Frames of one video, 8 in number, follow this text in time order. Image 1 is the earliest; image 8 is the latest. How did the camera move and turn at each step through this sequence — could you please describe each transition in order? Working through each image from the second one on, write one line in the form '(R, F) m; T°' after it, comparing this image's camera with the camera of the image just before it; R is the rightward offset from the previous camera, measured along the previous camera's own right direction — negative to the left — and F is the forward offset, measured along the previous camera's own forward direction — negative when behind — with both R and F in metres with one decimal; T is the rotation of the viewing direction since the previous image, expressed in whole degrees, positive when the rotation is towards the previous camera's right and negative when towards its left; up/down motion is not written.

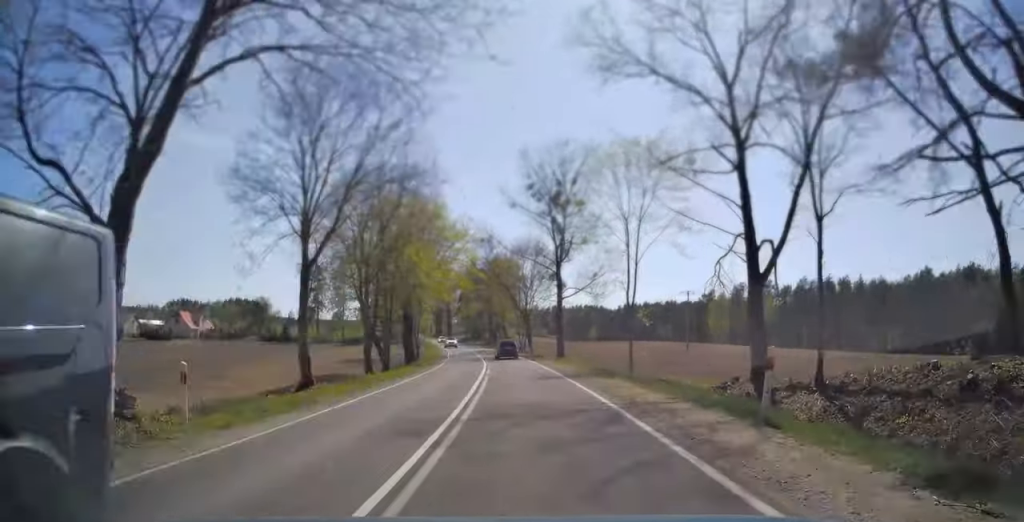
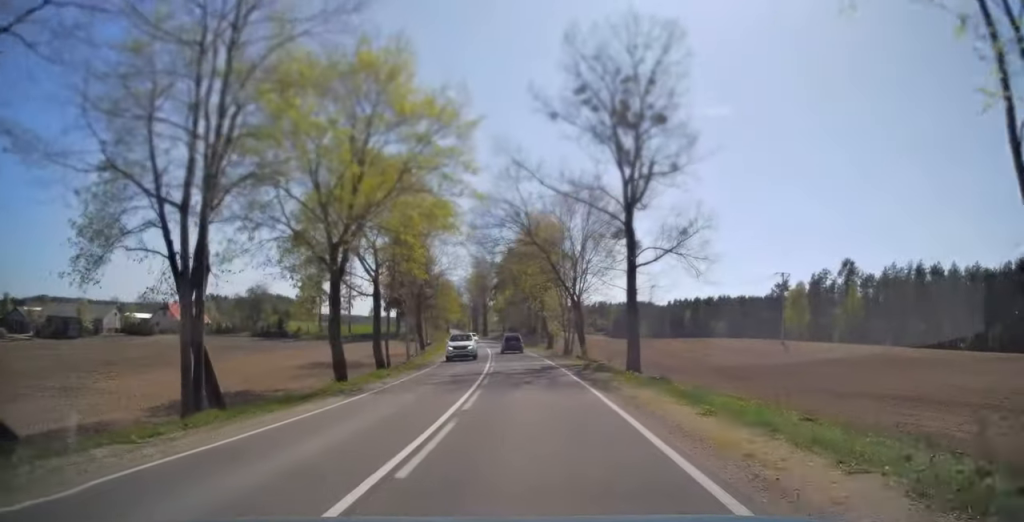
(-1.2, +26.2) m; -4°
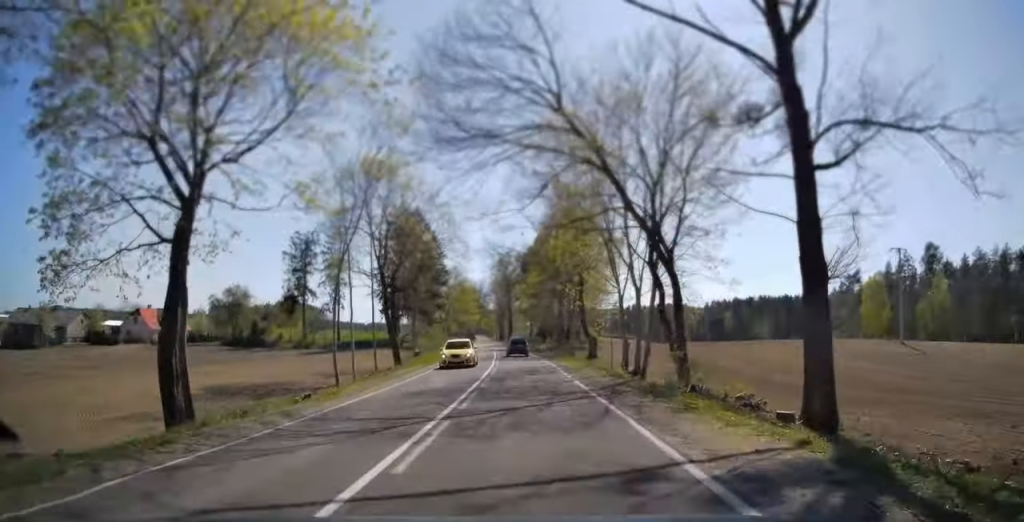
(-0.6, +23.4) m; -2°
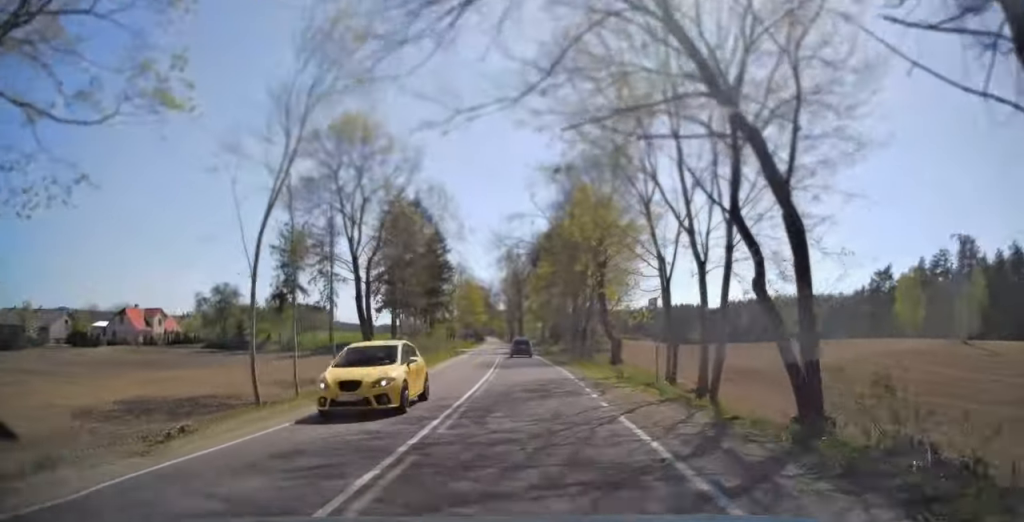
(0.0, +8.9) m; -1°
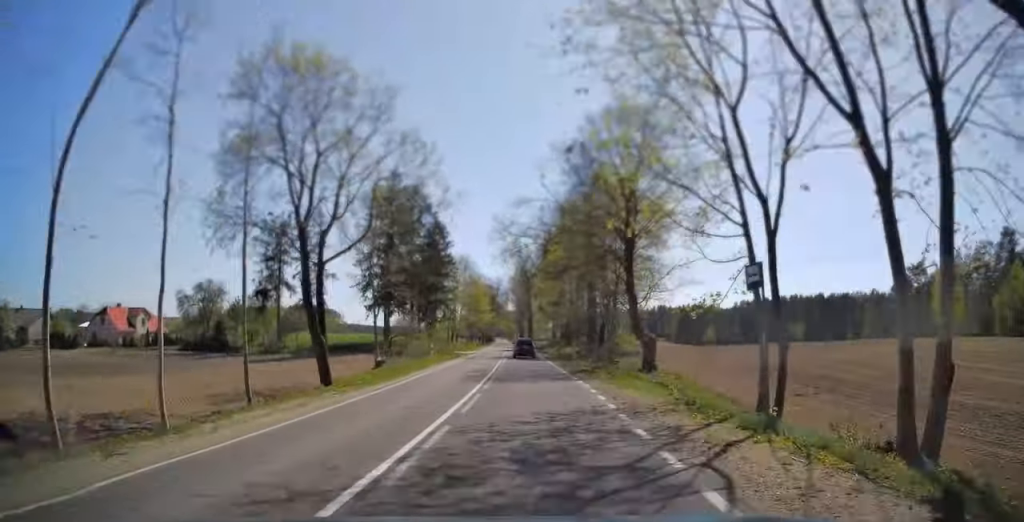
(0.0, +9.3) m; -1°
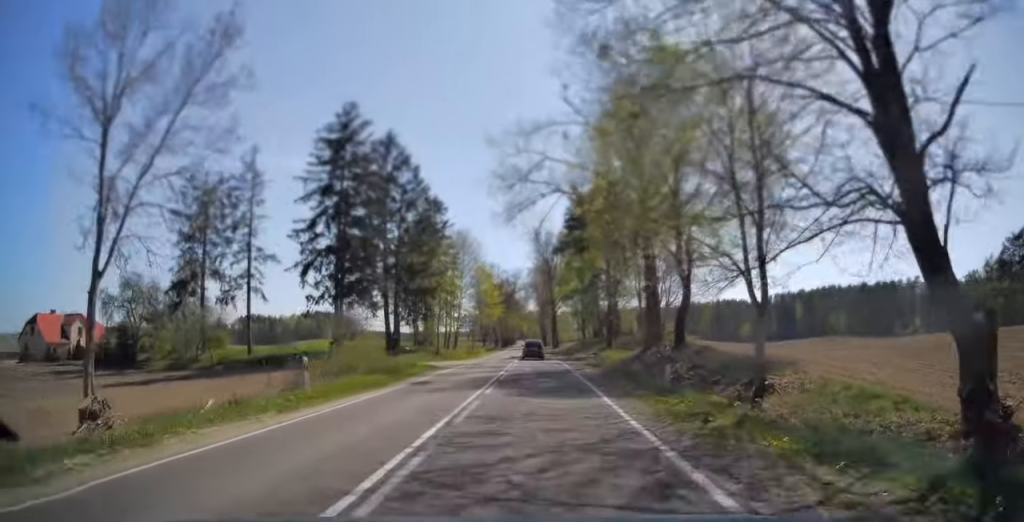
(-0.7, +25.3) m; -2°
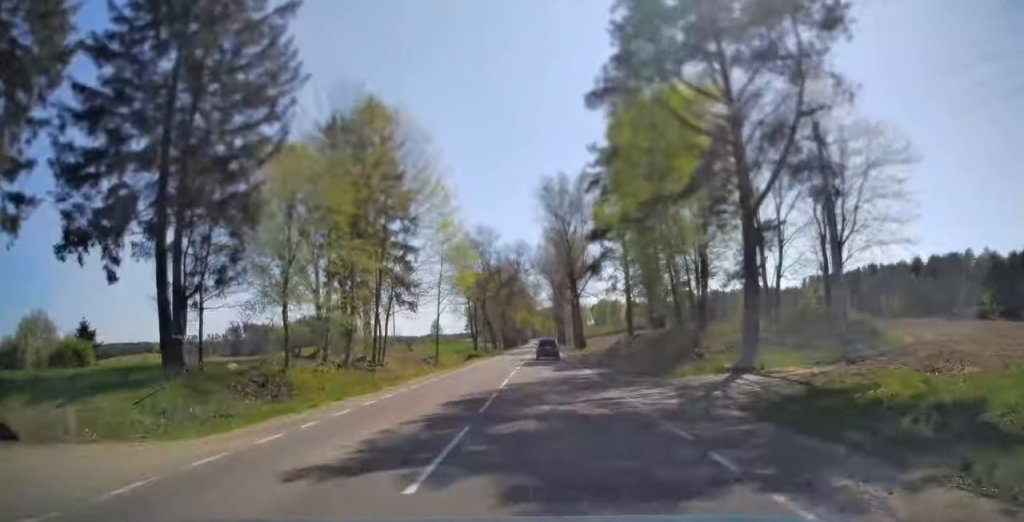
(-0.4, +40.0) m; -1°
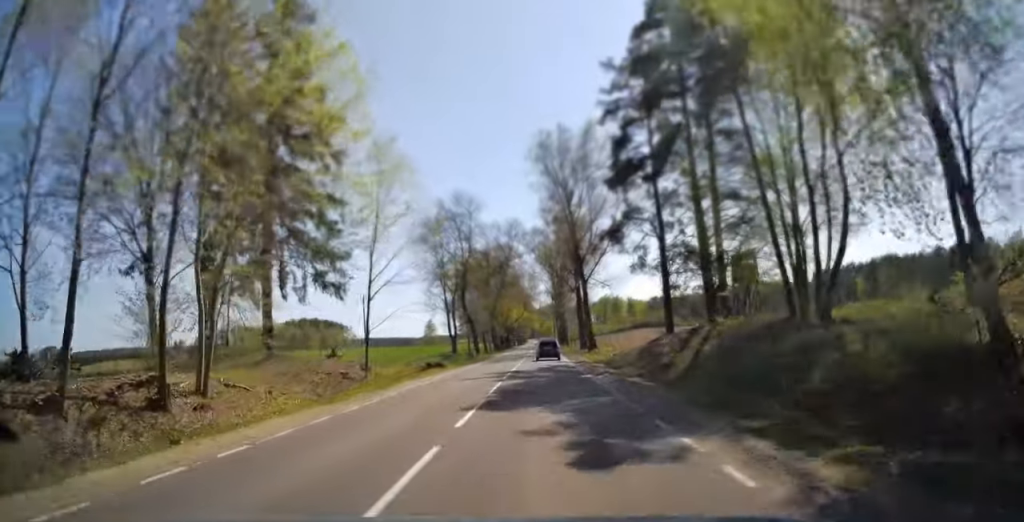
(-0.1, +19.5) m; -1°
